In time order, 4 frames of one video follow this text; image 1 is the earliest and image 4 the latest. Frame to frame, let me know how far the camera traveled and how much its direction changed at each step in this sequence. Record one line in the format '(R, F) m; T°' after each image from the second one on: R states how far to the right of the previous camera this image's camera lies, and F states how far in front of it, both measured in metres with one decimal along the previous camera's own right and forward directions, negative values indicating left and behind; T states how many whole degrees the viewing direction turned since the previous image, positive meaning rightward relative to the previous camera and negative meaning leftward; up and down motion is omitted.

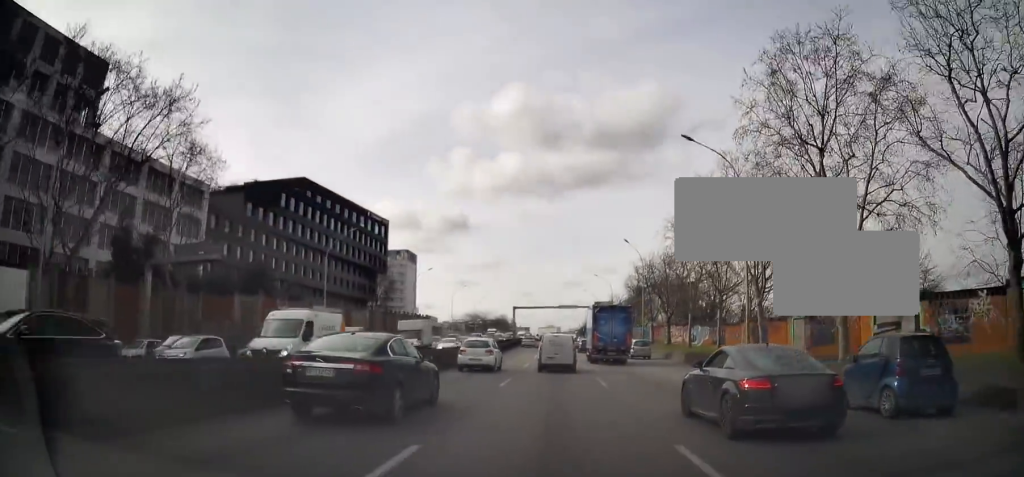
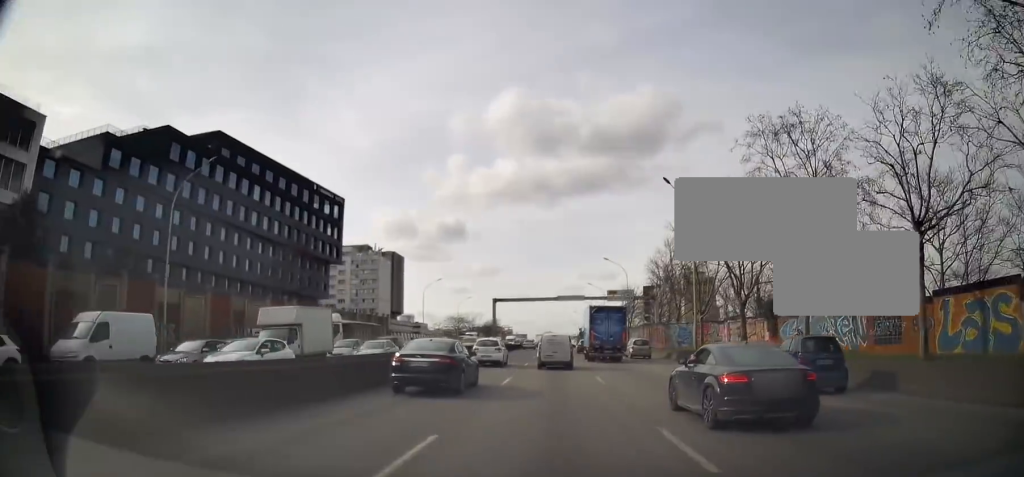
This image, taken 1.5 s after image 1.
(-0.2, +25.1) m; 0°
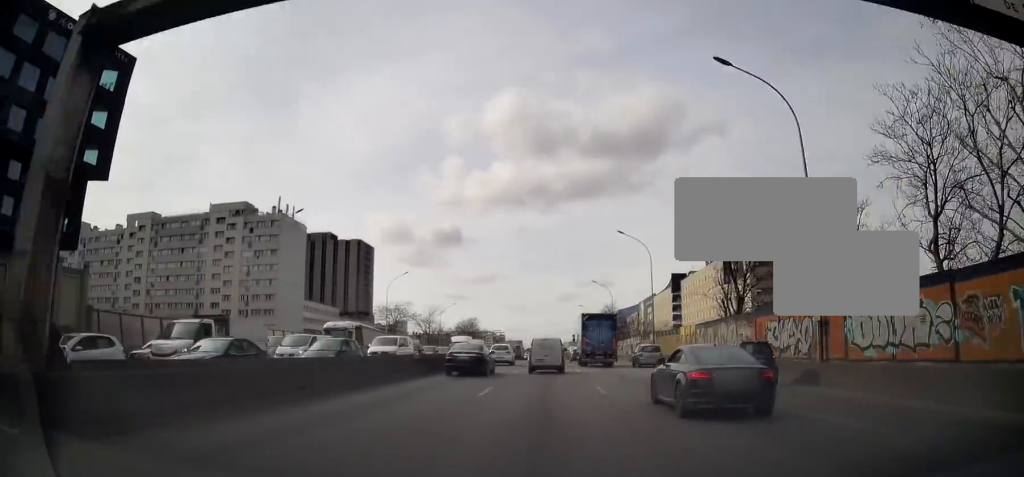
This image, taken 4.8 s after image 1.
(+0.8, +54.6) m; +1°
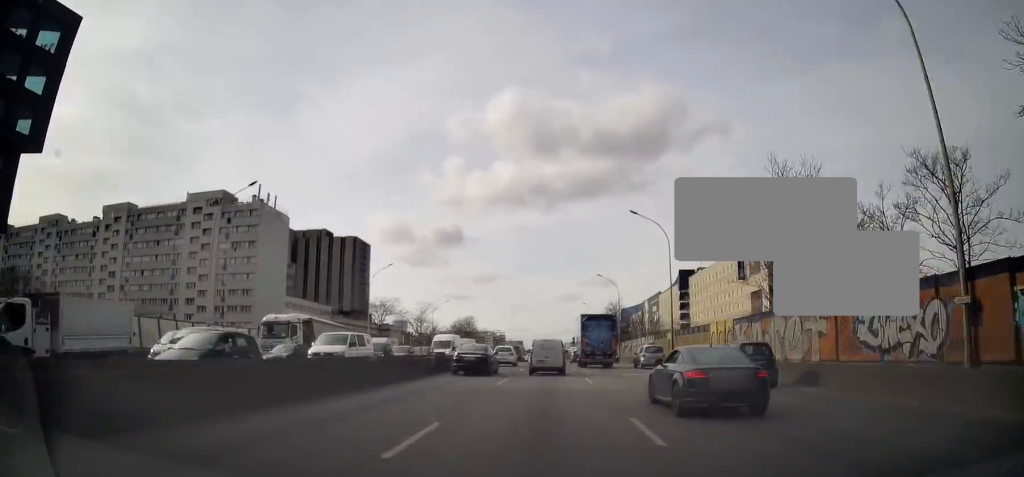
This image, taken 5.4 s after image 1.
(0.0, +8.6) m; 0°
